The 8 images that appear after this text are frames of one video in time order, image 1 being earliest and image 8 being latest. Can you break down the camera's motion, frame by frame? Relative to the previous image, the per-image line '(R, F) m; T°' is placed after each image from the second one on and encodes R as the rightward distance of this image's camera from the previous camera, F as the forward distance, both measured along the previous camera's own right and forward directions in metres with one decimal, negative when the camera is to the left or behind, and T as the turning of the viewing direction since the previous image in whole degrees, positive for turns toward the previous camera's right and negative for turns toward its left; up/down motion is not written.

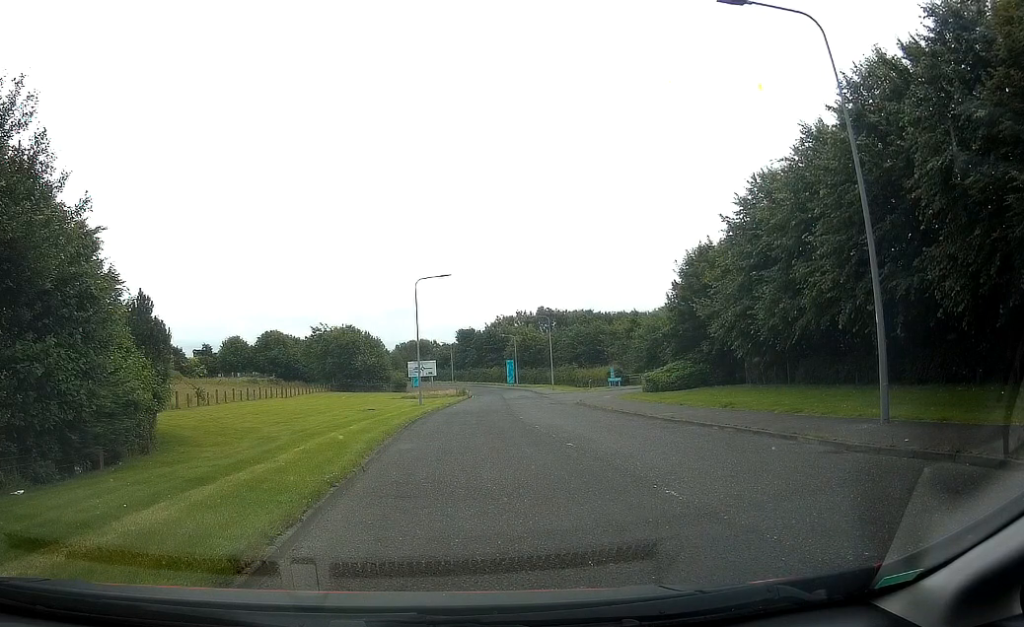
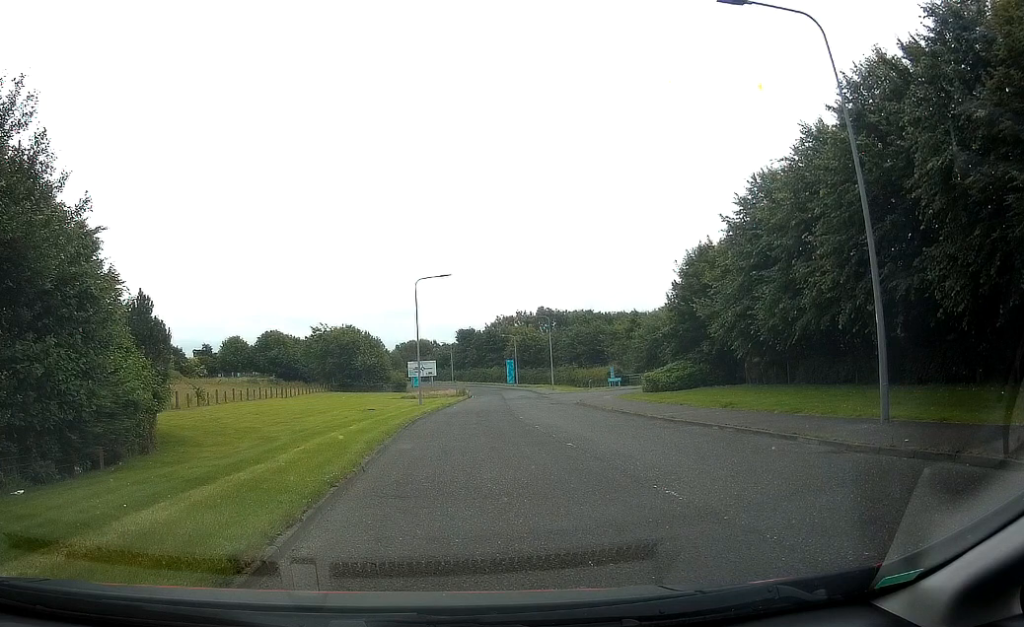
(0.0, 0.0) m; 0°
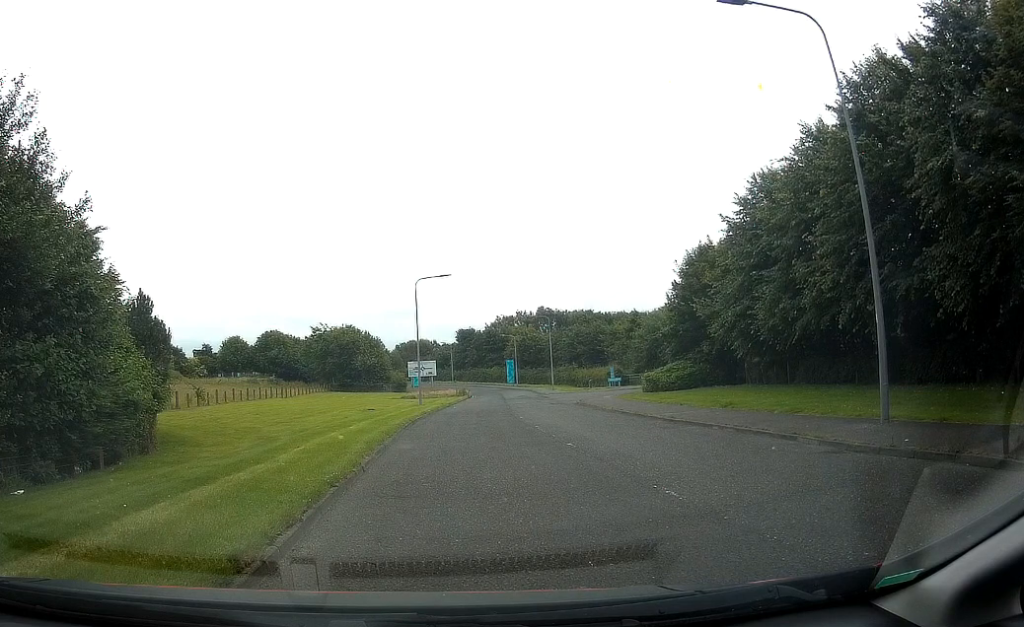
(0.0, 0.0) m; 0°
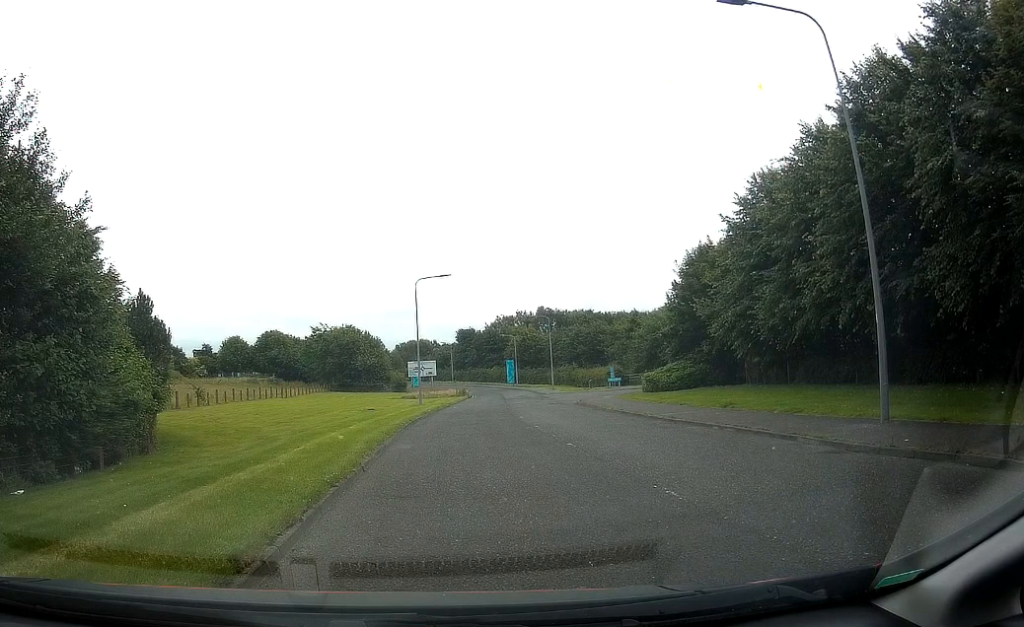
(0.0, 0.0) m; 0°
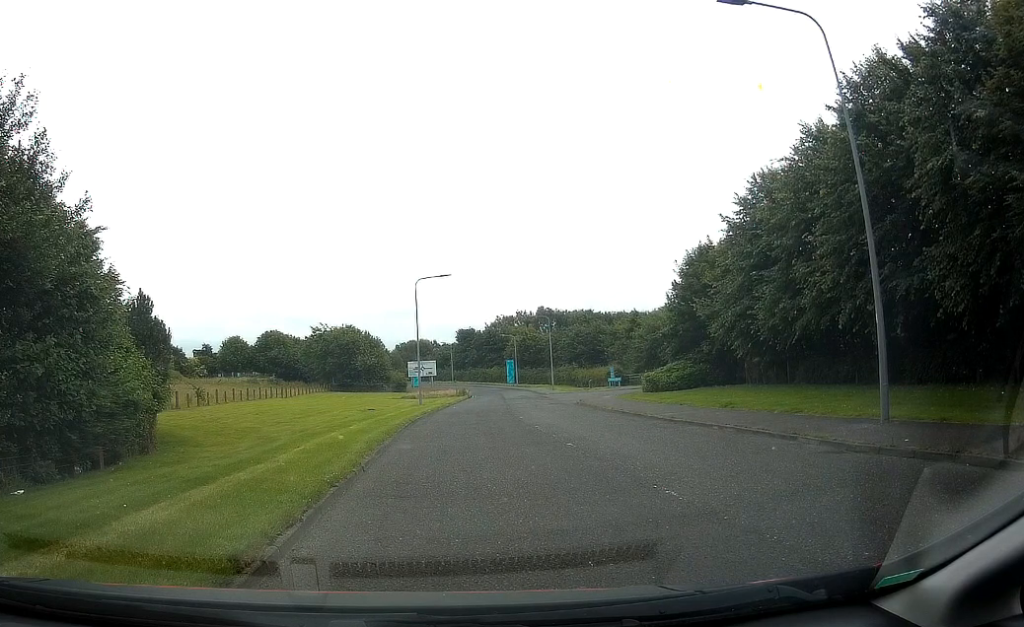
(0.0, 0.0) m; 0°
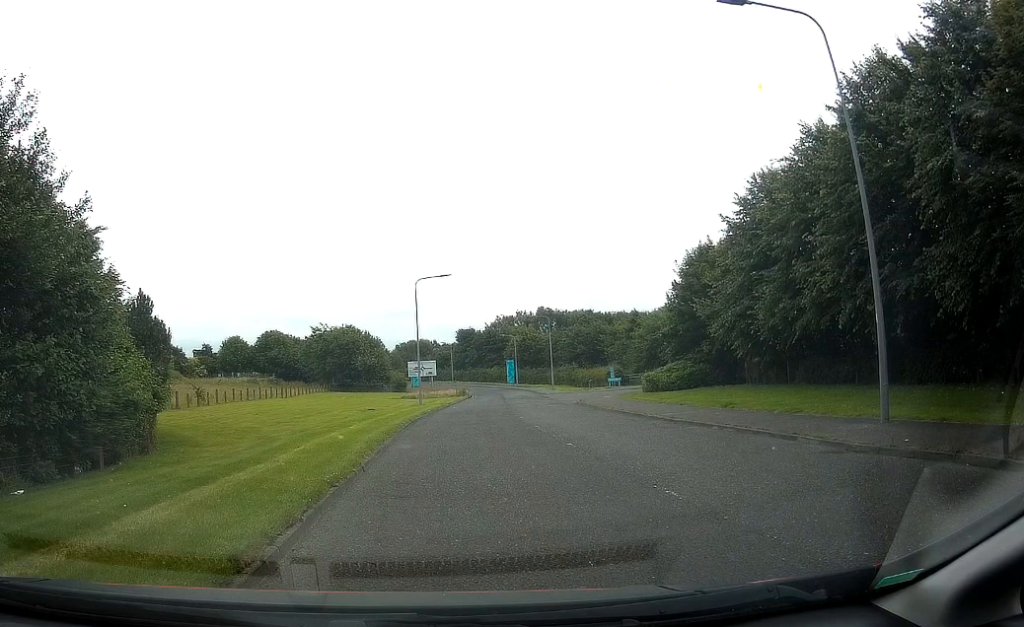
(0.0, 0.0) m; 0°
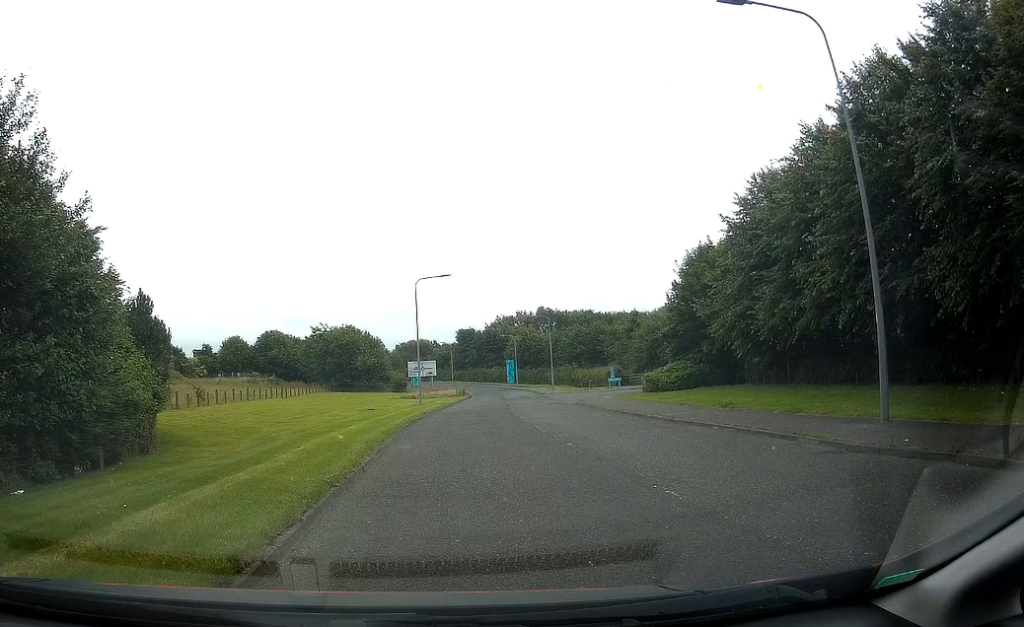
(0.0, 0.0) m; 0°
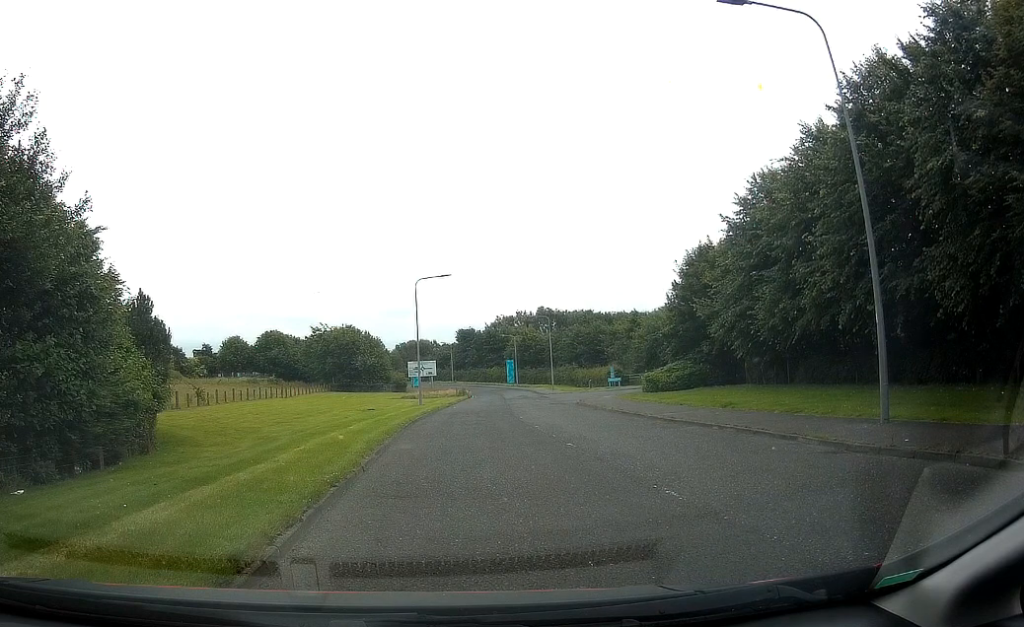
(0.0, 0.0) m; 0°
